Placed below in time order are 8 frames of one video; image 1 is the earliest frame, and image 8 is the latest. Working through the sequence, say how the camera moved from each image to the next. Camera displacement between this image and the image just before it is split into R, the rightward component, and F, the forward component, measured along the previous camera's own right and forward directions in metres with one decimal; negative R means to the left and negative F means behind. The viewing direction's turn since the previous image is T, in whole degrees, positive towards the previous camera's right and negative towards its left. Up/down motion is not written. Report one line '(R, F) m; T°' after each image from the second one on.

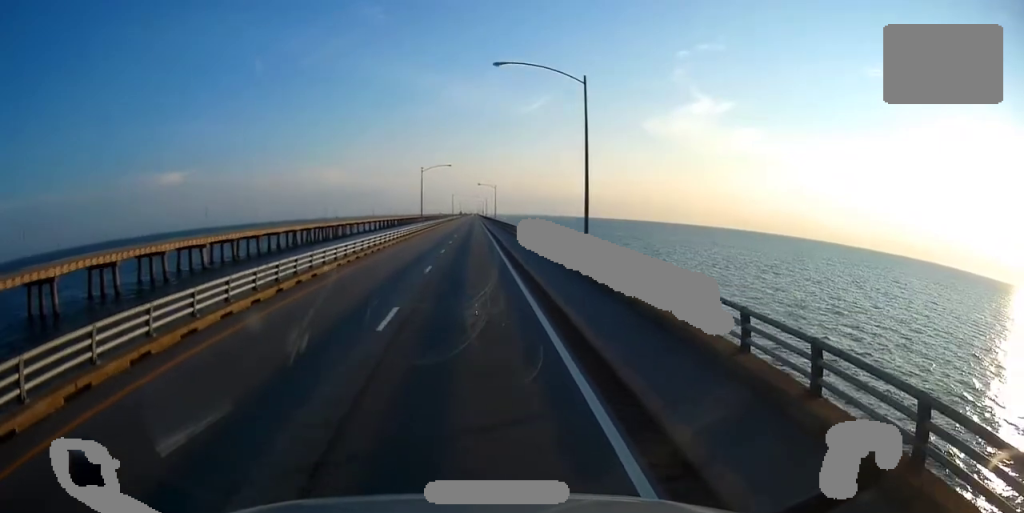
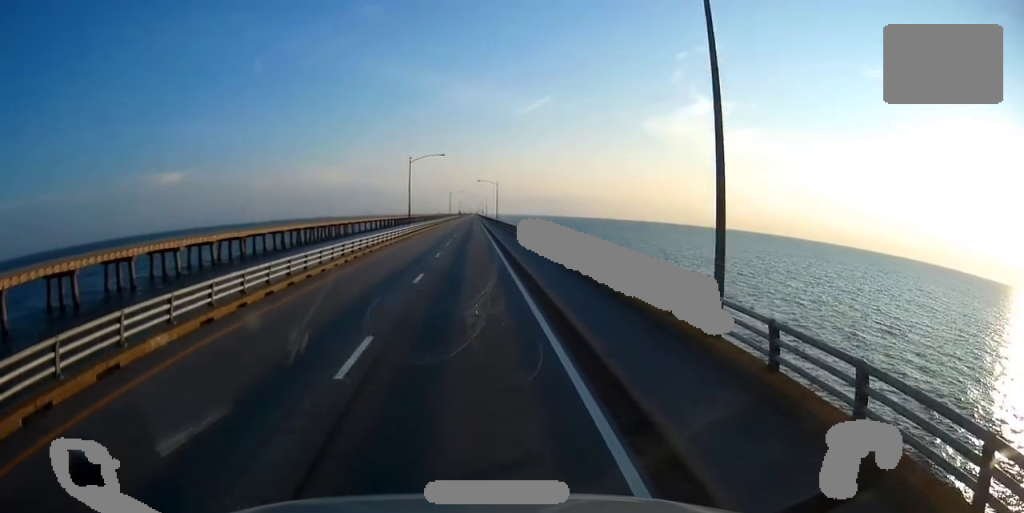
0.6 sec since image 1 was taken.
(-0.2, +15.6) m; 0°
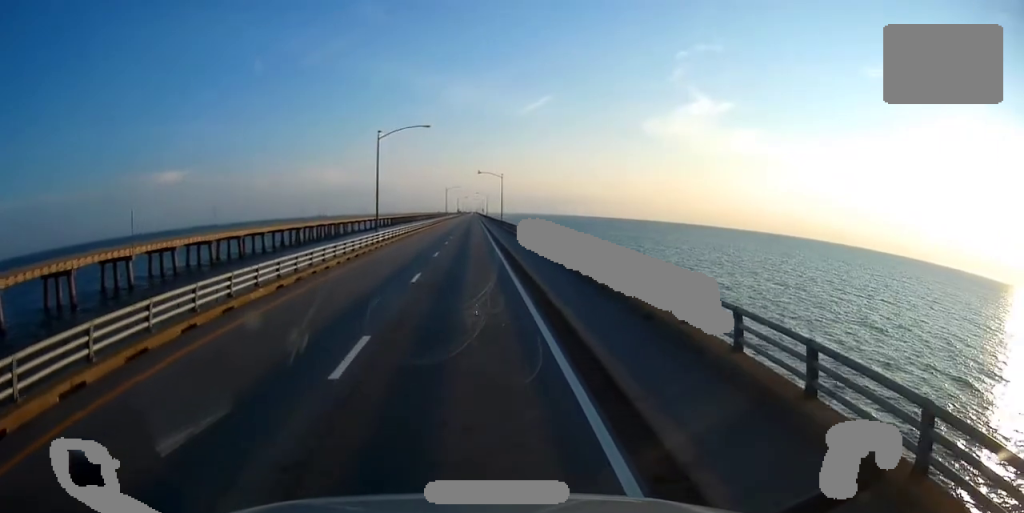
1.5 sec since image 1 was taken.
(+0.4, +23.8) m; +1°
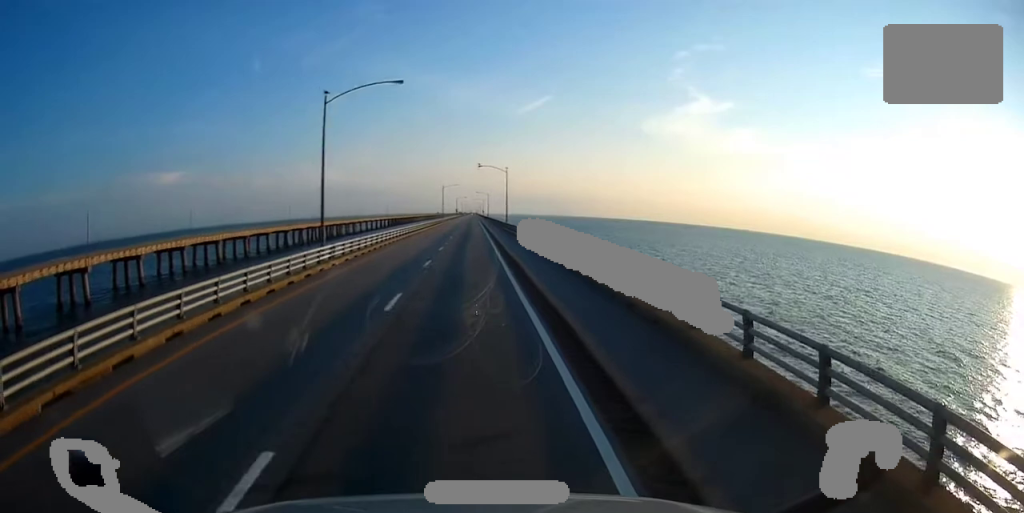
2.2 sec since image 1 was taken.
(0.0, +17.5) m; 0°
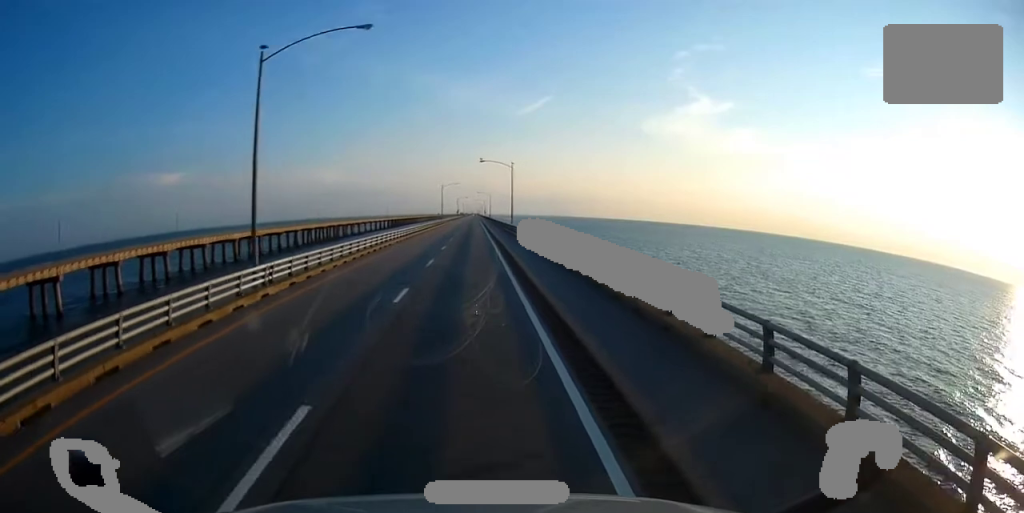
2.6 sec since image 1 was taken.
(0.0, +10.3) m; 0°
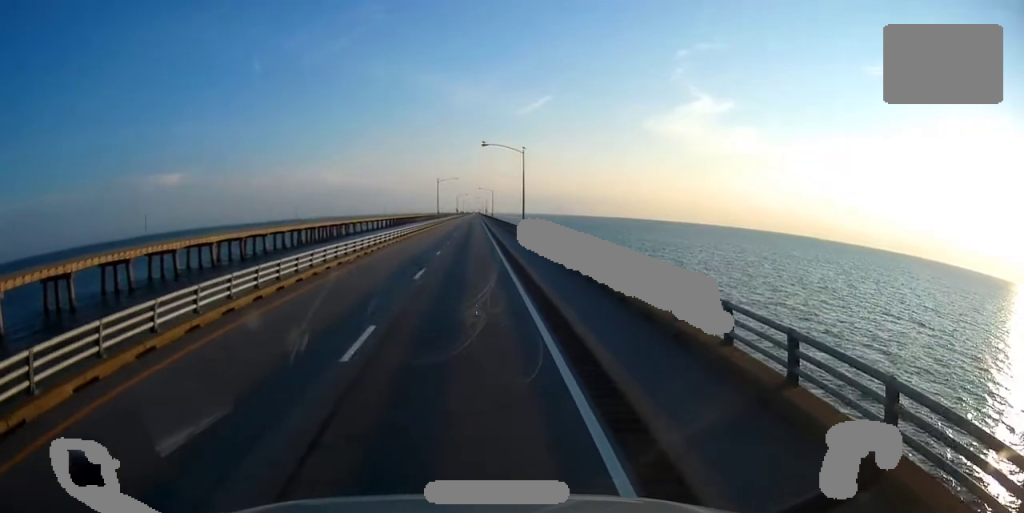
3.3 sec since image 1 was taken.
(0.0, +18.5) m; 0°
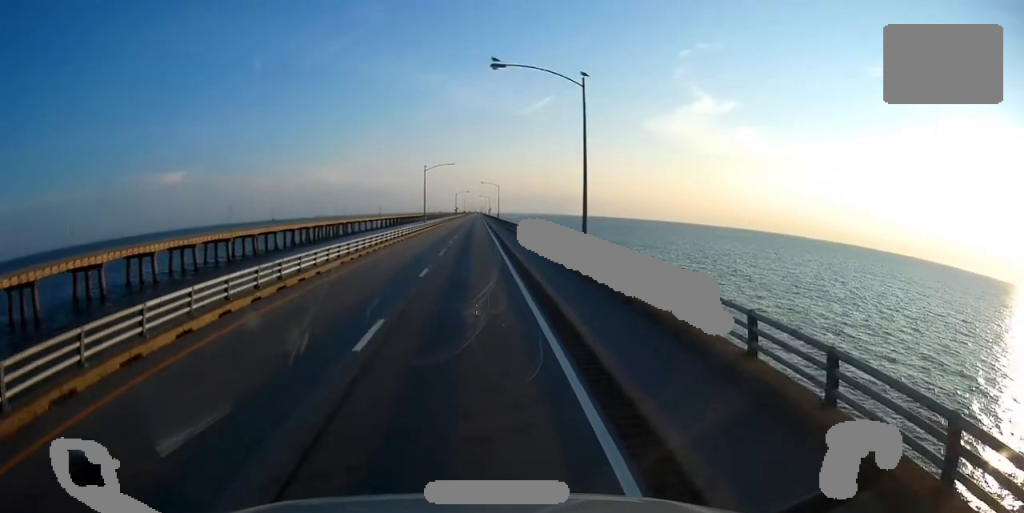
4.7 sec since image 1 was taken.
(0.0, +34.9) m; 0°
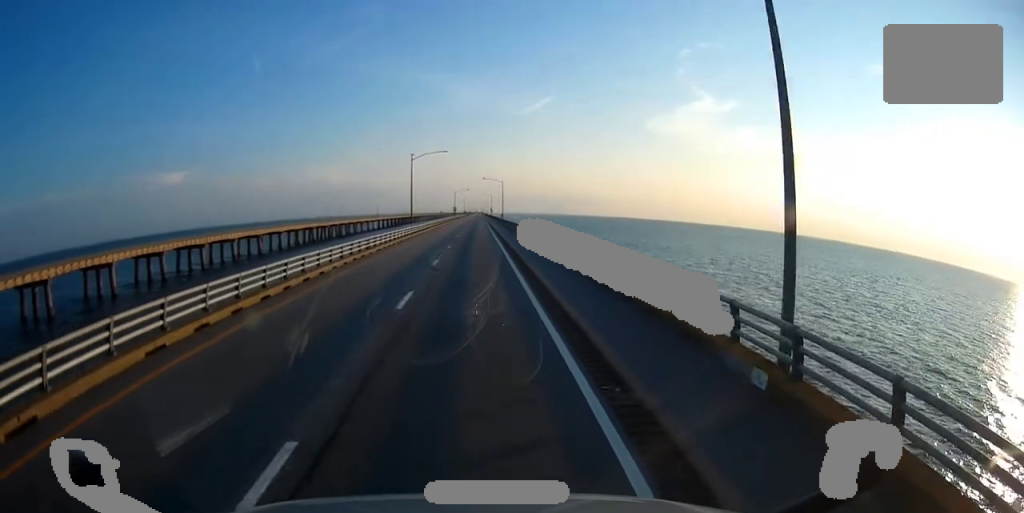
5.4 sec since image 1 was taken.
(+0.1, +19.4) m; -1°
